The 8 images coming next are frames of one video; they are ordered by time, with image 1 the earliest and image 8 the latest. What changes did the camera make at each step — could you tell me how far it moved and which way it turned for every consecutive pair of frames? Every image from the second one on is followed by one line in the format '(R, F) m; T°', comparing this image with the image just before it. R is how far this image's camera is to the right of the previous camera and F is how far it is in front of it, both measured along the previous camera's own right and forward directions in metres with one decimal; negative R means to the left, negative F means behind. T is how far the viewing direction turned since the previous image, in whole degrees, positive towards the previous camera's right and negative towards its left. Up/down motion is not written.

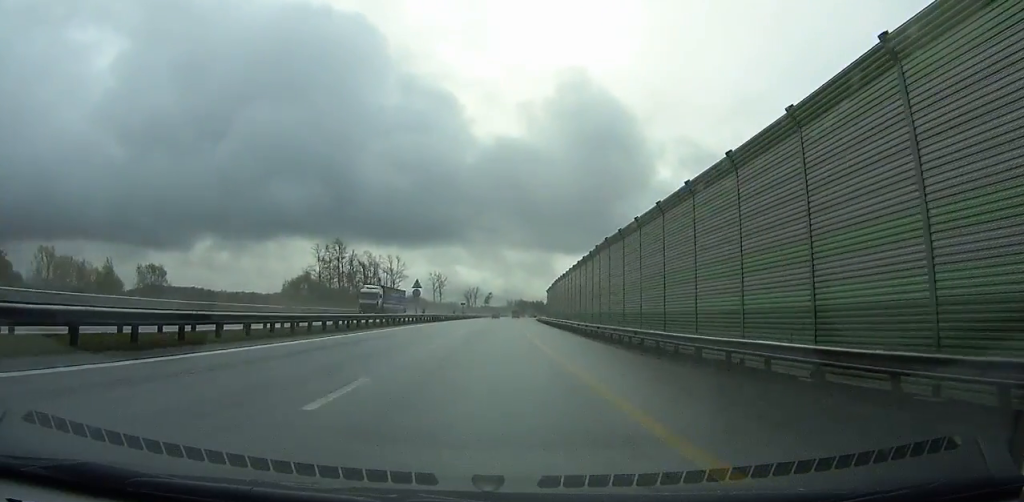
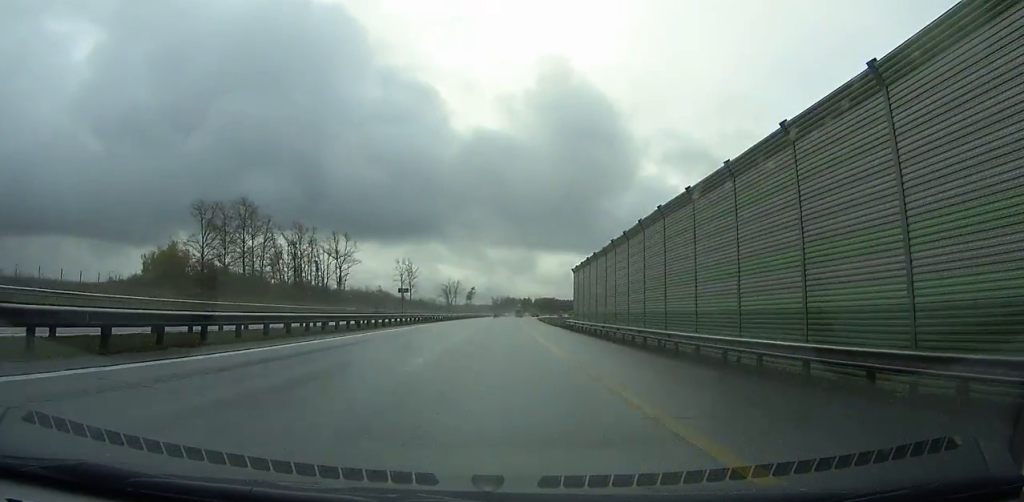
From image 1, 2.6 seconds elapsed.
(+0.6, +54.7) m; +1°
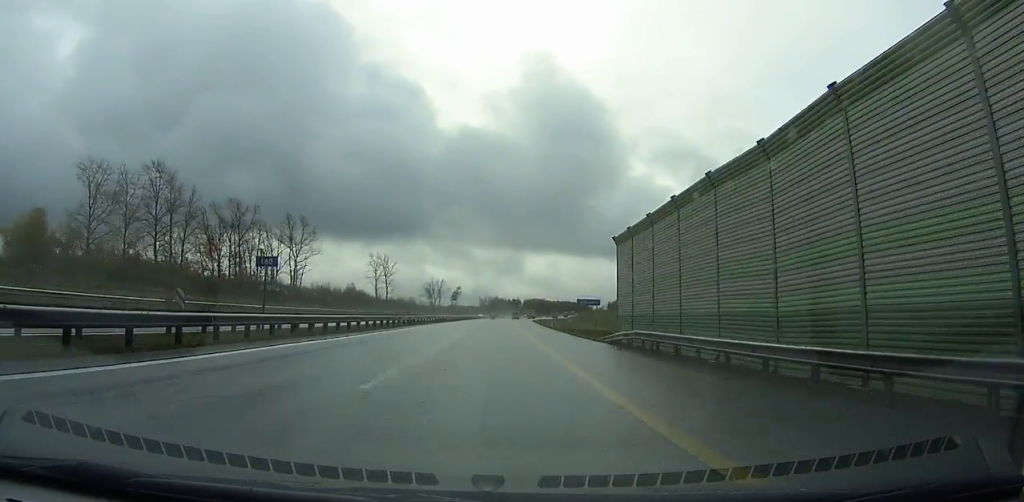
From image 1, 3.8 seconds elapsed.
(+0.1, +25.9) m; +1°
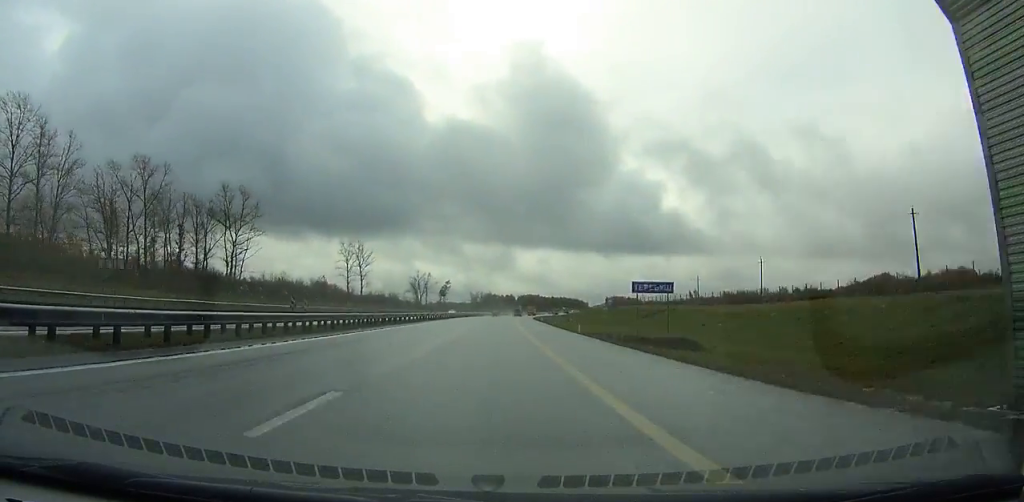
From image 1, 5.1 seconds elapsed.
(+0.2, +28.6) m; +1°
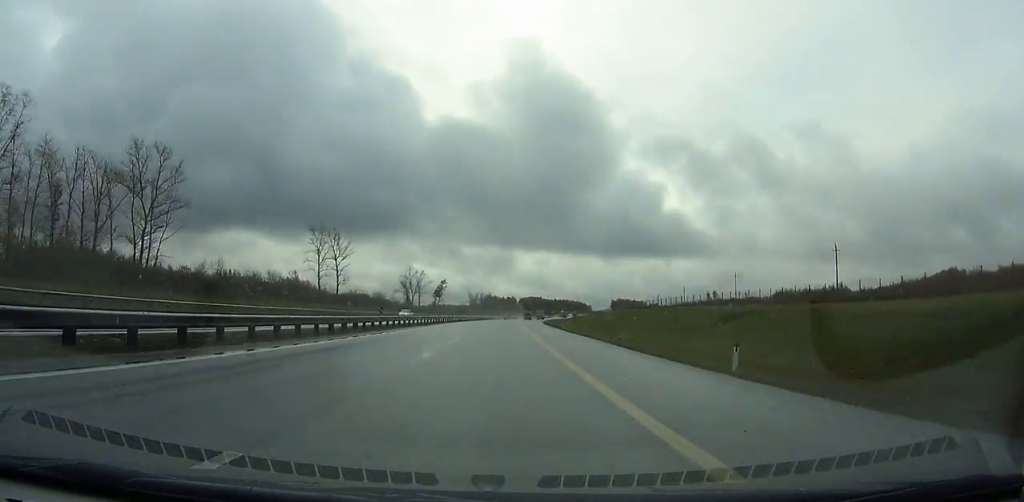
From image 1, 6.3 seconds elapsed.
(0.0, +26.4) m; +1°
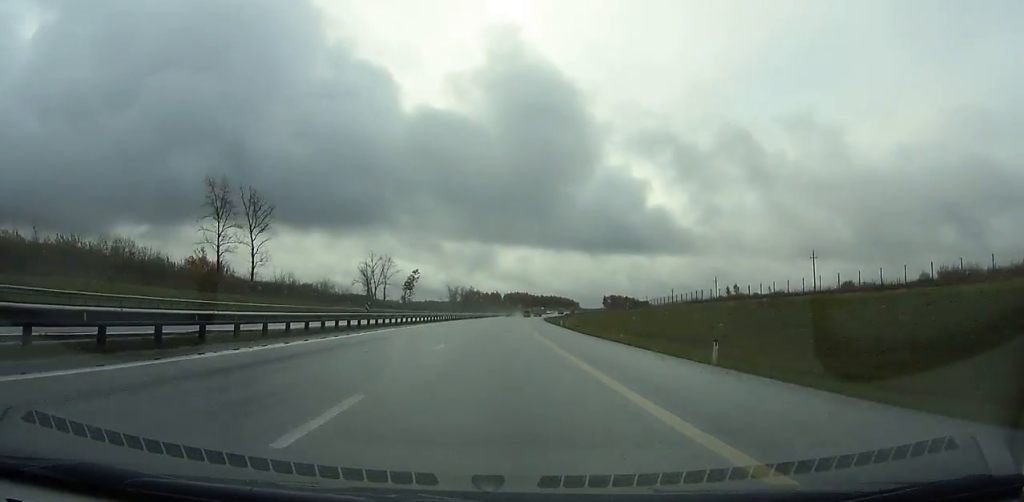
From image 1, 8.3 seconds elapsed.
(+0.3, +45.4) m; +1°
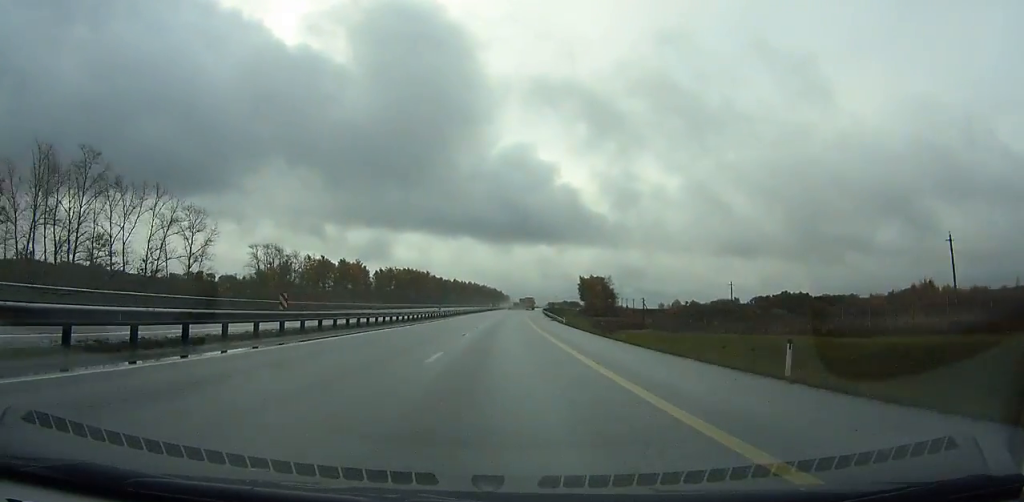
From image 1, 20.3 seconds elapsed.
(+23.9, +289.5) m; +9°
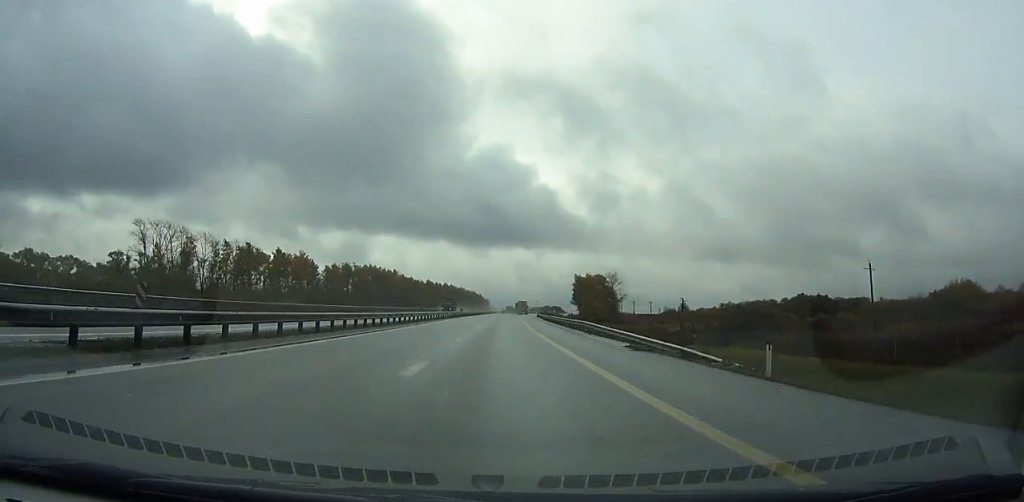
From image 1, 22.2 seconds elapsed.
(+0.7, +49.0) m; +1°
